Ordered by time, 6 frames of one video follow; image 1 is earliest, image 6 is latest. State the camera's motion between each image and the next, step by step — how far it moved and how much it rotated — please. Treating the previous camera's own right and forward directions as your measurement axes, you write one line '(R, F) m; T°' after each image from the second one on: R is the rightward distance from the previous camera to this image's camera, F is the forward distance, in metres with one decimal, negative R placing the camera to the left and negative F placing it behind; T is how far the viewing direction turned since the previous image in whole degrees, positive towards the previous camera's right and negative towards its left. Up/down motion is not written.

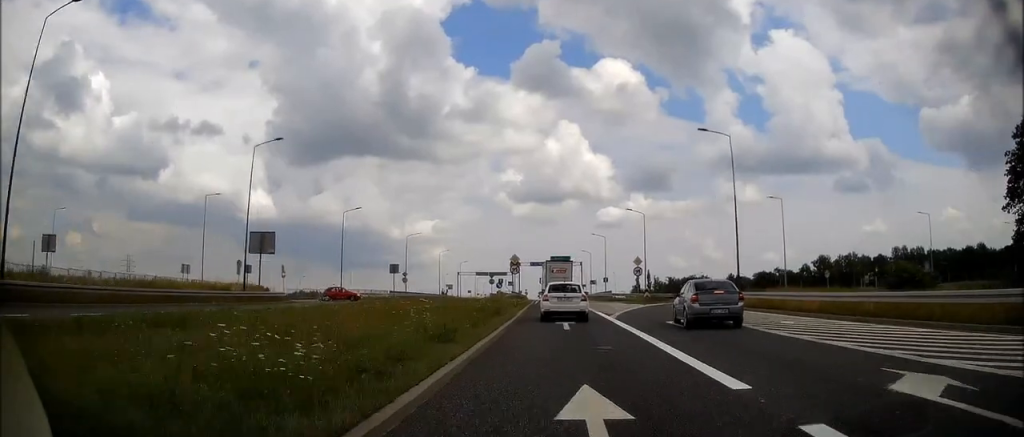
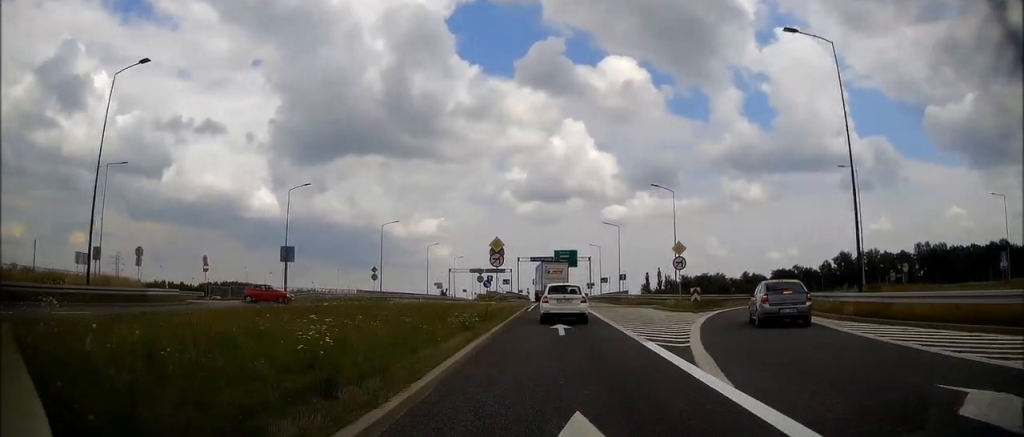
(-0.1, +16.8) m; 0°
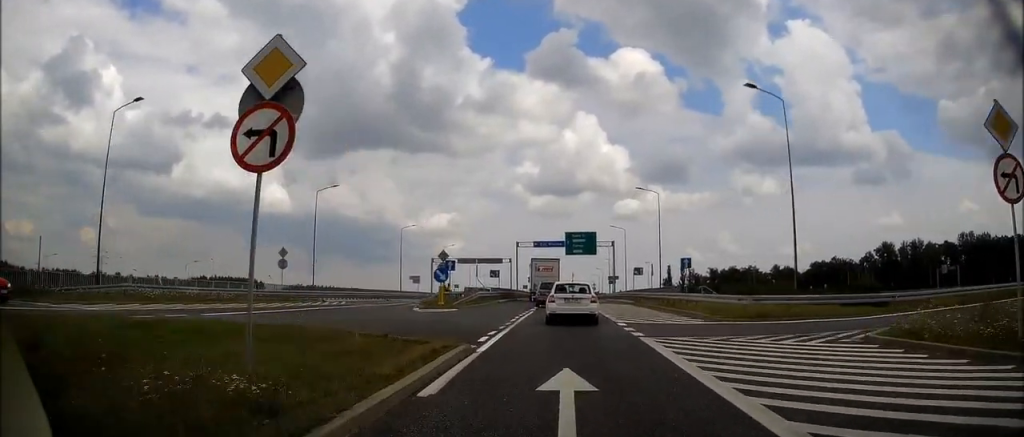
(+0.1, +26.8) m; -1°
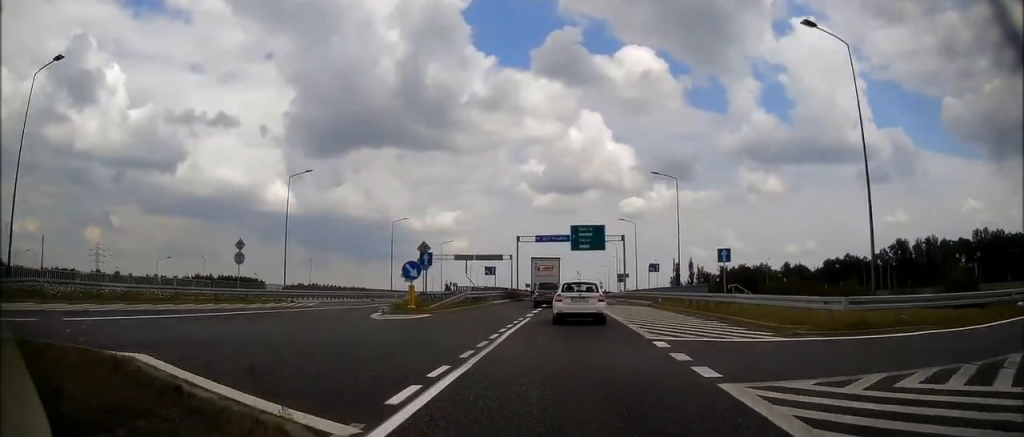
(-0.1, +7.3) m; -1°
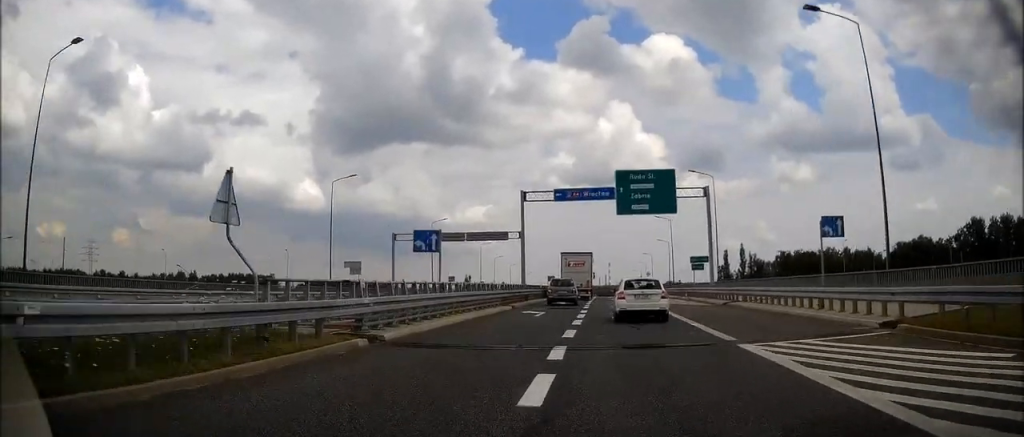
(-0.8, +31.0) m; -3°
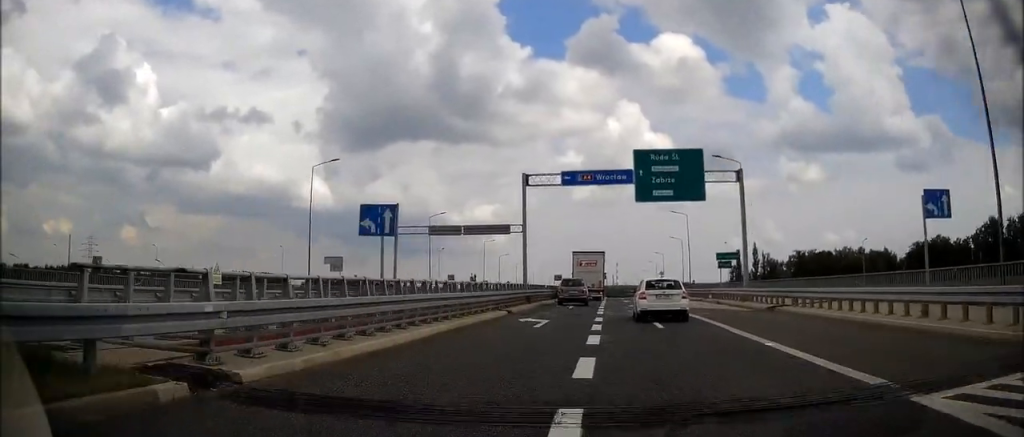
(0.0, +6.1) m; 0°
